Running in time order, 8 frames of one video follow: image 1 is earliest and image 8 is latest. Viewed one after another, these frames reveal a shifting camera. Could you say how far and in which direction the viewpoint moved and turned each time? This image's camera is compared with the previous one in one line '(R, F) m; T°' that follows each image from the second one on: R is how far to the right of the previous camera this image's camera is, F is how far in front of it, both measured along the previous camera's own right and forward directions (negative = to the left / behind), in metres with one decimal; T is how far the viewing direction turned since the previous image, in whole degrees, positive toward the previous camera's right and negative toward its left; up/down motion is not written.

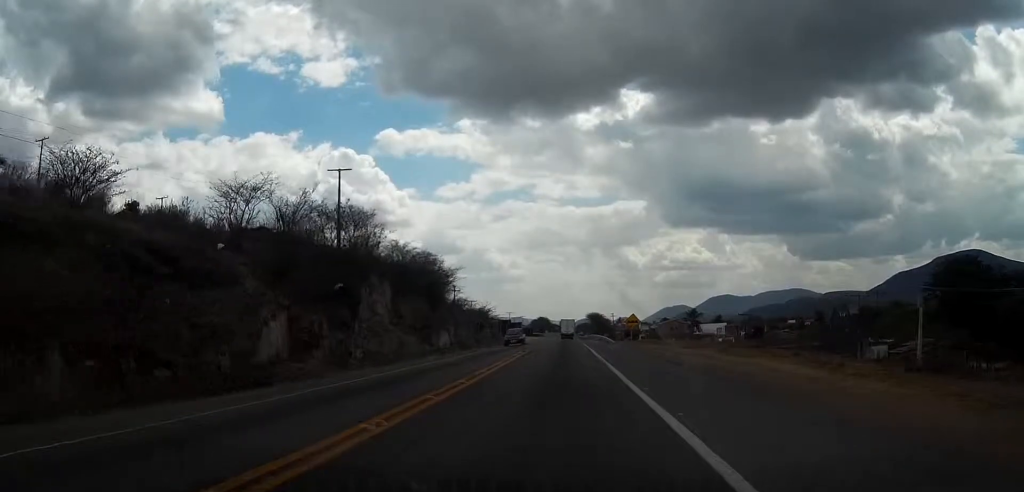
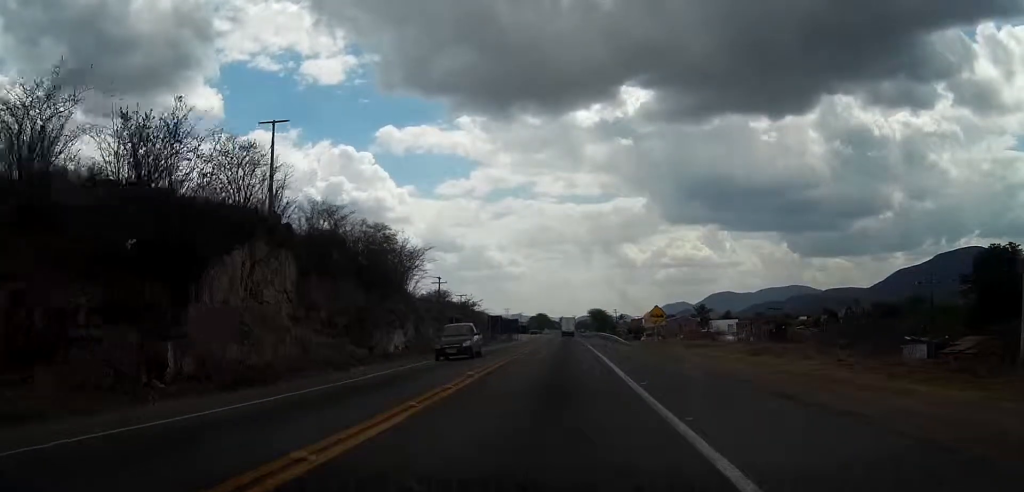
(-0.1, +16.3) m; -1°
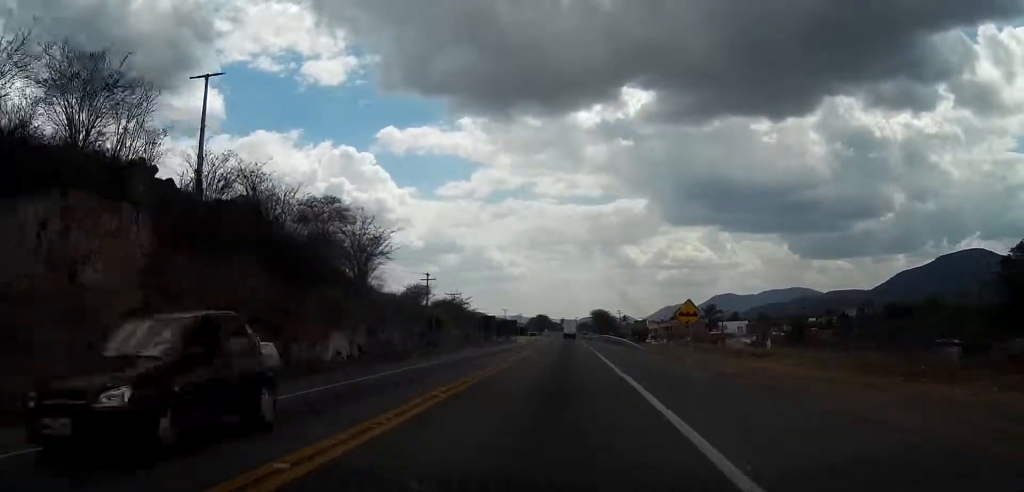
(0.0, +11.3) m; 0°
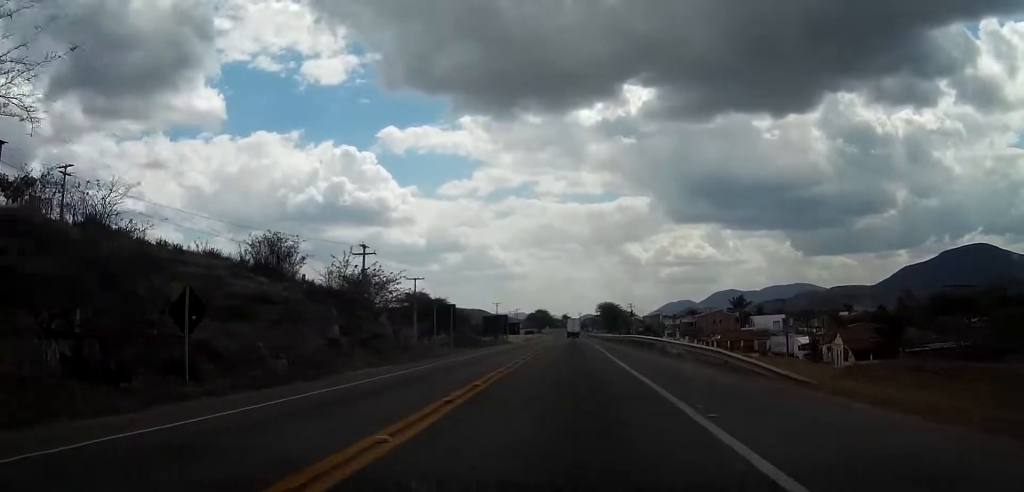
(0.0, +35.0) m; 0°
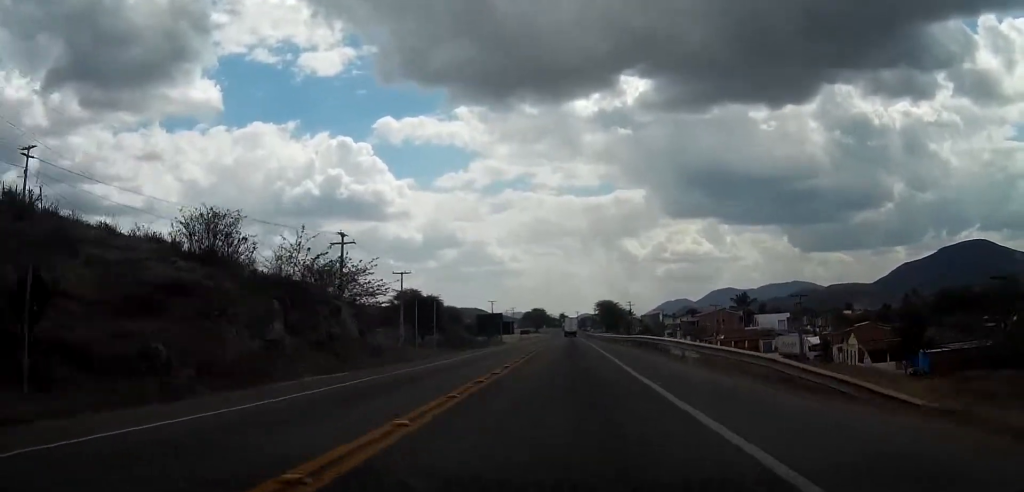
(0.0, +6.3) m; 0°
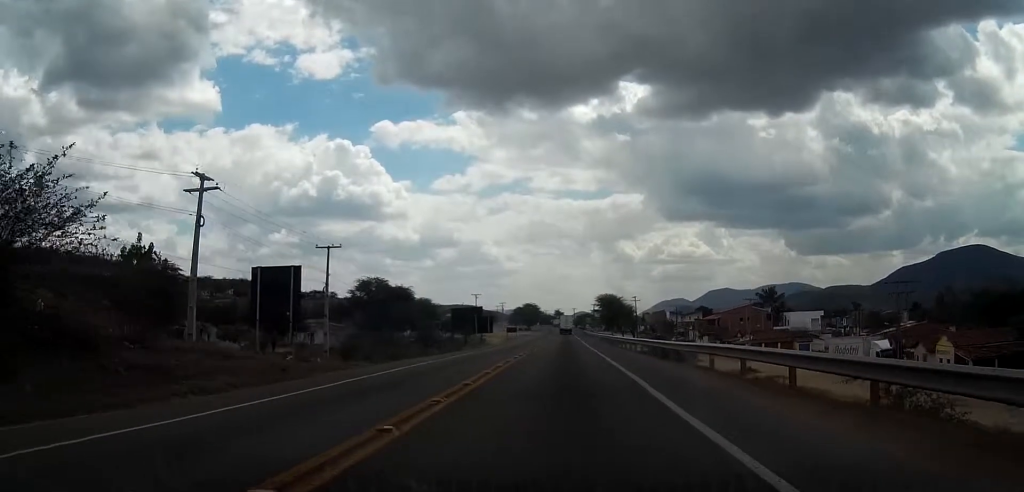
(0.0, +26.8) m; 0°
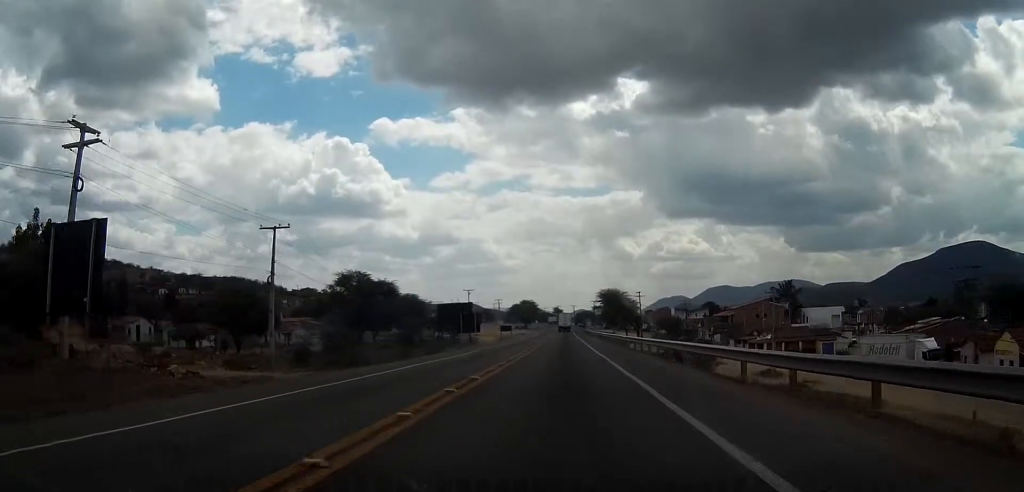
(0.0, +12.0) m; 0°
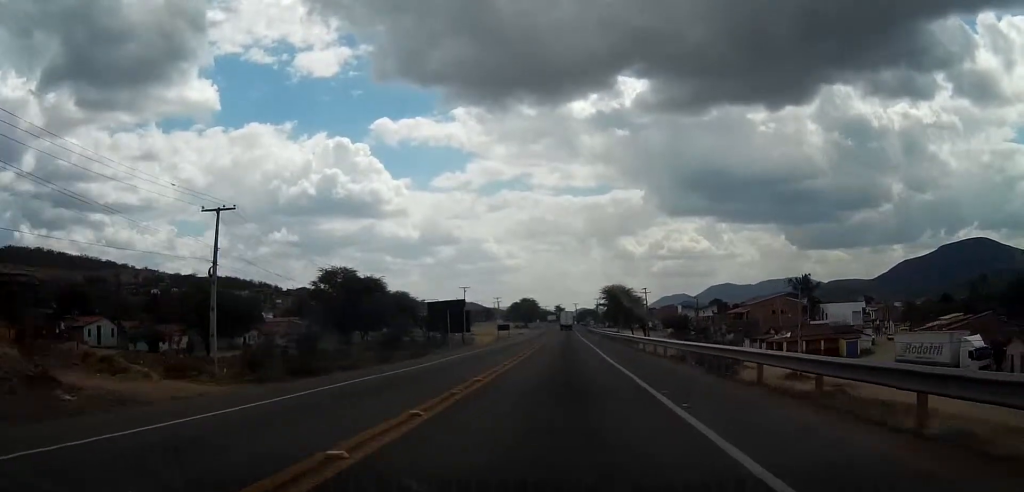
(+0.1, +9.3) m; 0°
